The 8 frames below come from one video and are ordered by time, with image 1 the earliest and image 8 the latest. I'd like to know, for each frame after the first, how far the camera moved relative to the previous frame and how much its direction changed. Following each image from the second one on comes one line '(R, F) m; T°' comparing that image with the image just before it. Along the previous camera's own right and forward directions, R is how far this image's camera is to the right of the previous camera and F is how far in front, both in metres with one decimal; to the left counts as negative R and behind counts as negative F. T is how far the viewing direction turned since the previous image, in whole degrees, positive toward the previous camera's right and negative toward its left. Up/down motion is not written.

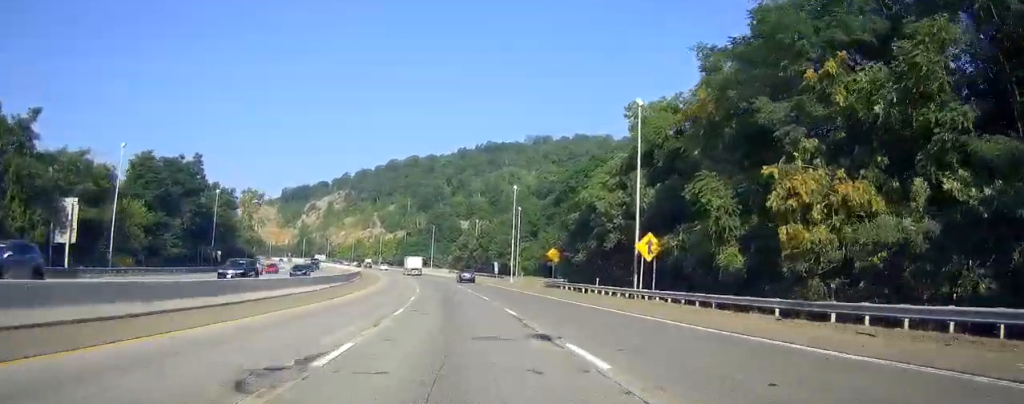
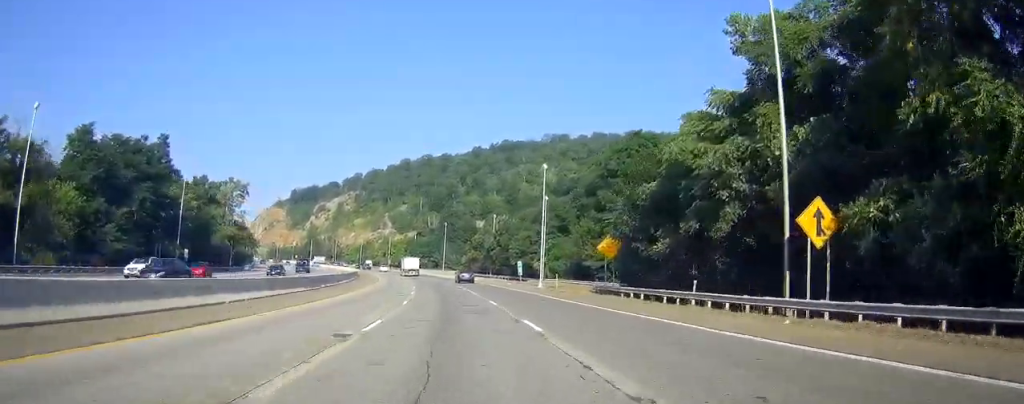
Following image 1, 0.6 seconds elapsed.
(-0.1, +18.6) m; -1°
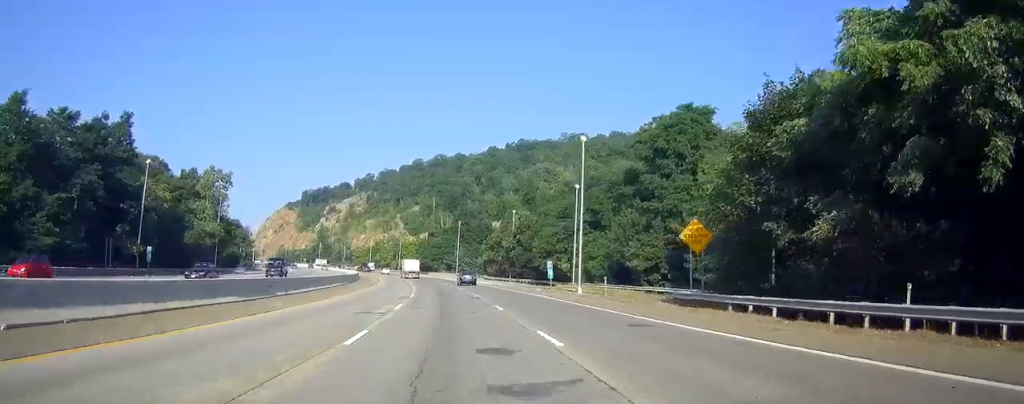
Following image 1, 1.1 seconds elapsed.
(-0.3, +15.3) m; -1°
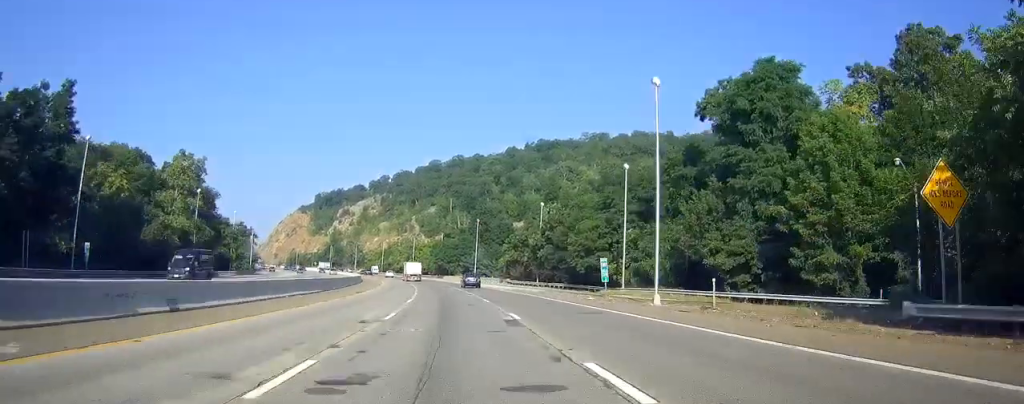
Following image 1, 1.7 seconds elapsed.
(-0.1, +17.4) m; -1°
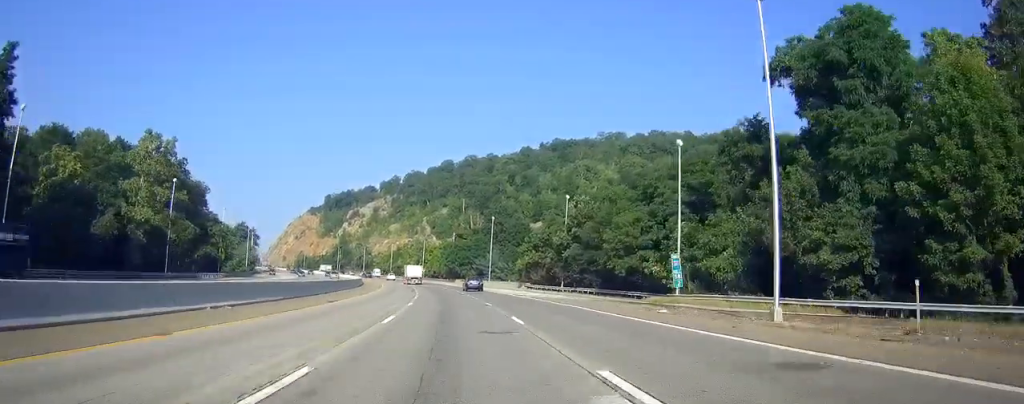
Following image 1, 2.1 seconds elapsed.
(-0.2, +13.1) m; -1°
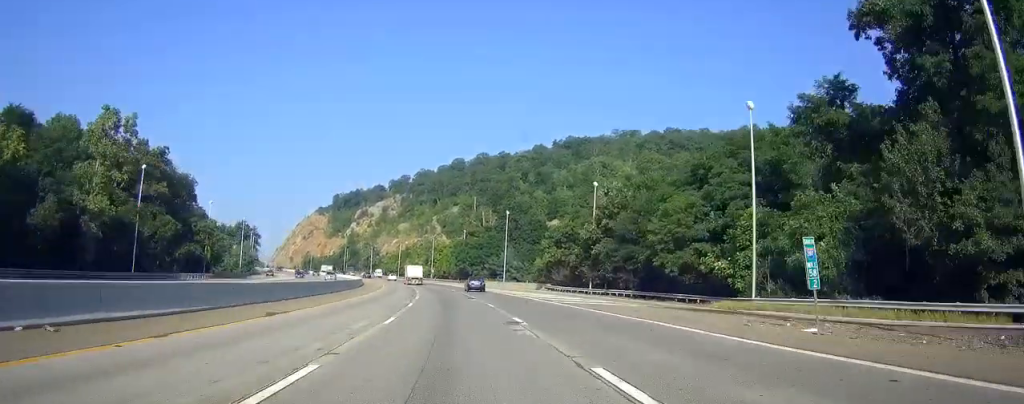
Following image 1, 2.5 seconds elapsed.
(0.0, +12.1) m; -1°
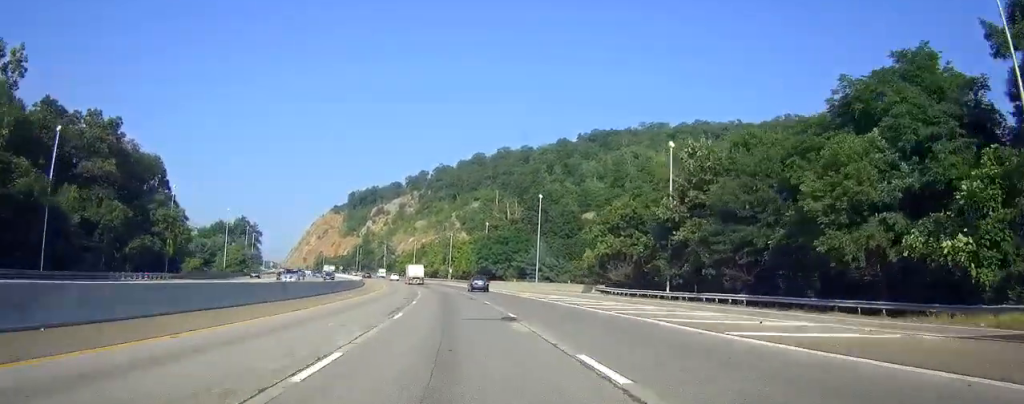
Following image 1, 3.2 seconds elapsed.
(-0.2, +22.1) m; -1°
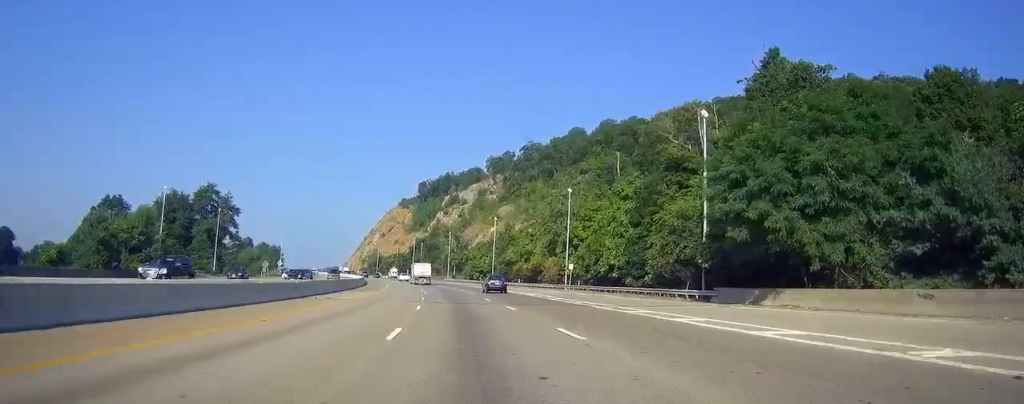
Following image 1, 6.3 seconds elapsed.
(-6.8, +91.3) m; -8°
